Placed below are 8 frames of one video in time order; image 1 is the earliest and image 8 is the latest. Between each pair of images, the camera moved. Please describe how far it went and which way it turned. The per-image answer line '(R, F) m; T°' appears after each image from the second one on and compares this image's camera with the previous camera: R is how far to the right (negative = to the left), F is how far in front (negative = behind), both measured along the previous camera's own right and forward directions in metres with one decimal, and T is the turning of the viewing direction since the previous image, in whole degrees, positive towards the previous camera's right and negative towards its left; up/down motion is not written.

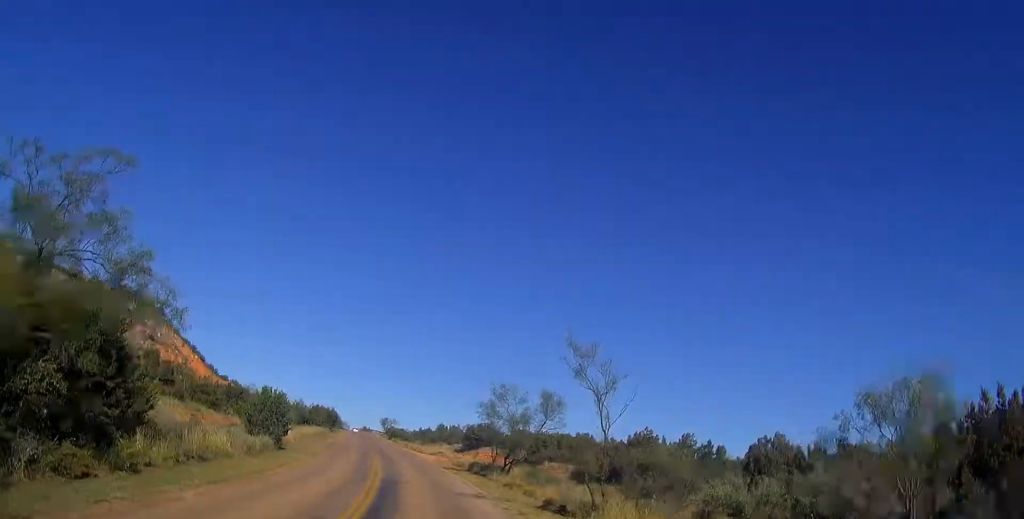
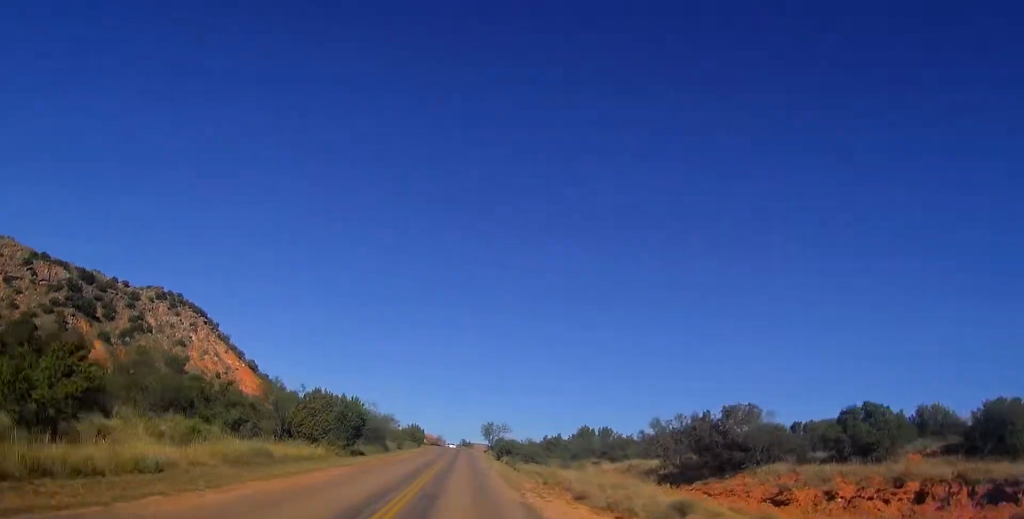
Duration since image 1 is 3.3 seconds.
(-5.8, +54.9) m; -9°
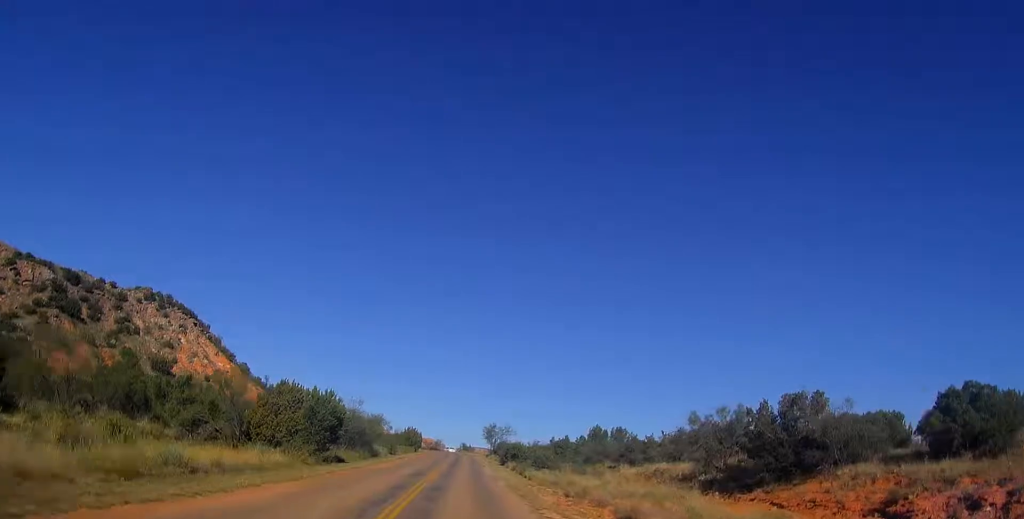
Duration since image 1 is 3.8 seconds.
(+0.1, +7.1) m; -1°
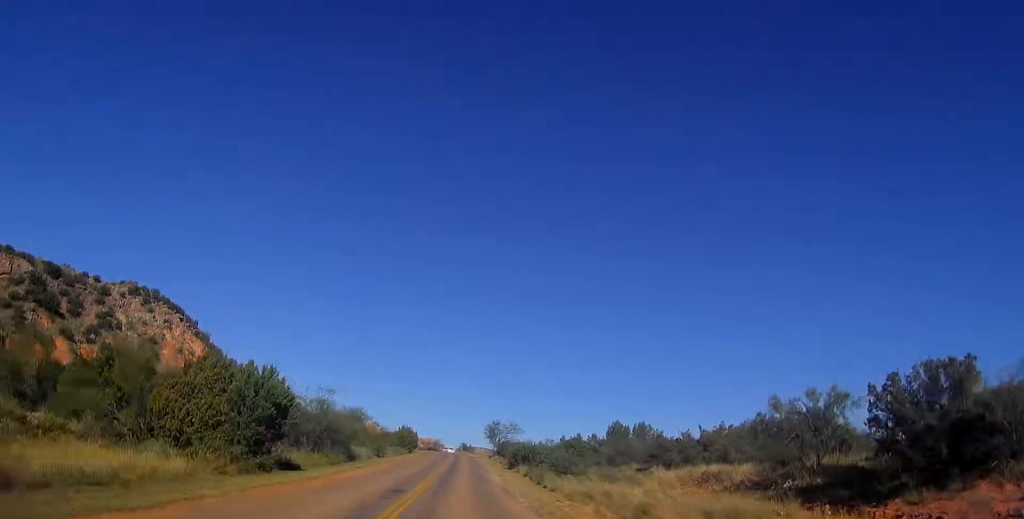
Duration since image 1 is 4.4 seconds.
(-0.3, +9.9) m; -1°
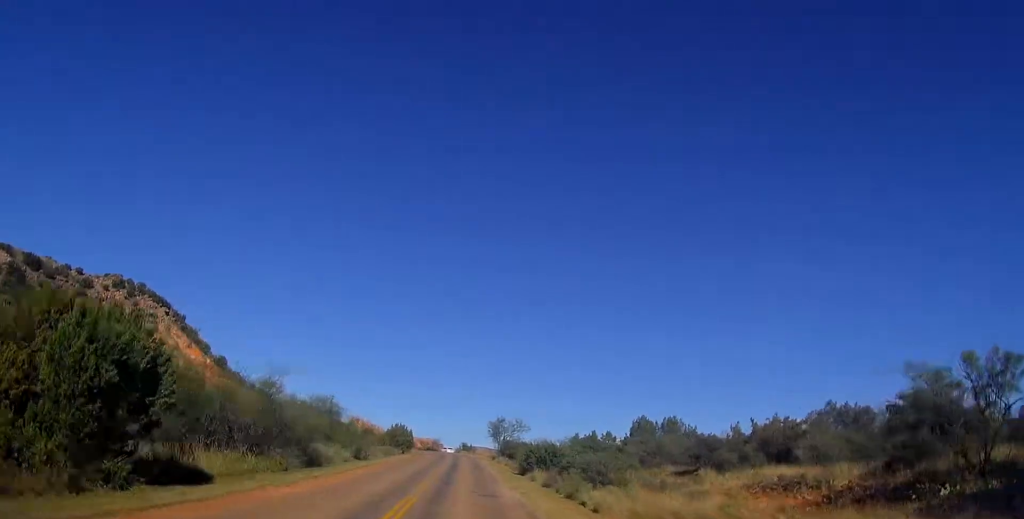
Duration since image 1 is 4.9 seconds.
(-0.1, +9.3) m; 0°
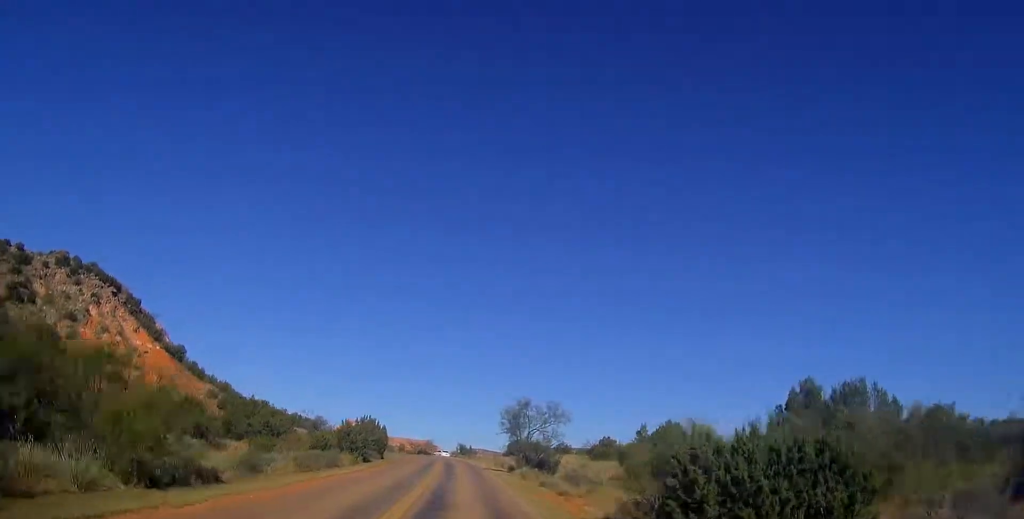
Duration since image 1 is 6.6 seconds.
(+0.7, +27.1) m; +1°
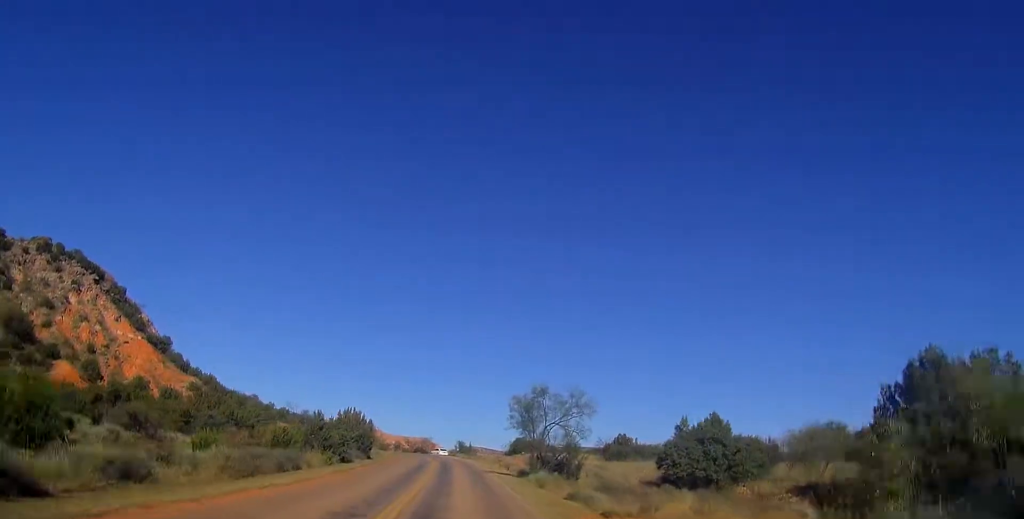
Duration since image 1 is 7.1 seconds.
(-0.3, +8.5) m; -1°
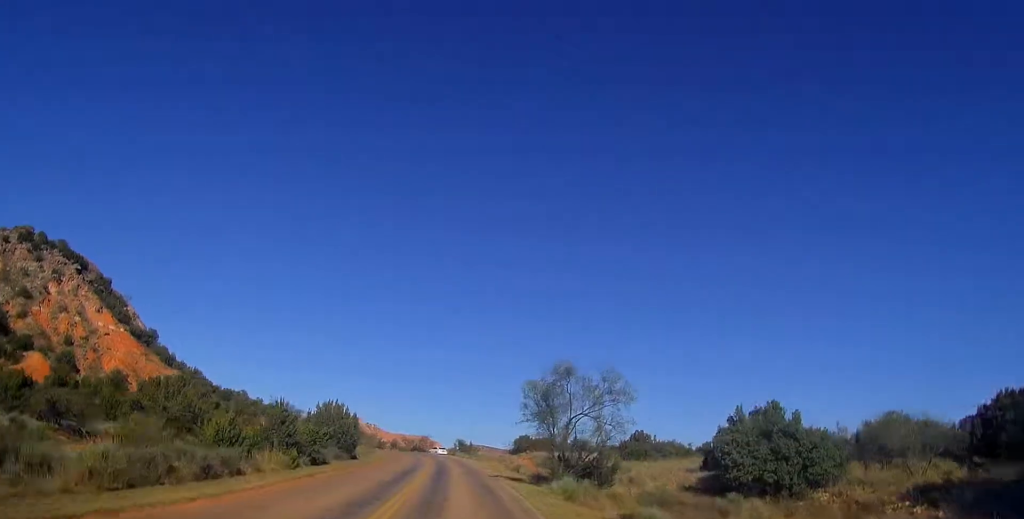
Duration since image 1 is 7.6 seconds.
(-0.3, +8.0) m; -1°
